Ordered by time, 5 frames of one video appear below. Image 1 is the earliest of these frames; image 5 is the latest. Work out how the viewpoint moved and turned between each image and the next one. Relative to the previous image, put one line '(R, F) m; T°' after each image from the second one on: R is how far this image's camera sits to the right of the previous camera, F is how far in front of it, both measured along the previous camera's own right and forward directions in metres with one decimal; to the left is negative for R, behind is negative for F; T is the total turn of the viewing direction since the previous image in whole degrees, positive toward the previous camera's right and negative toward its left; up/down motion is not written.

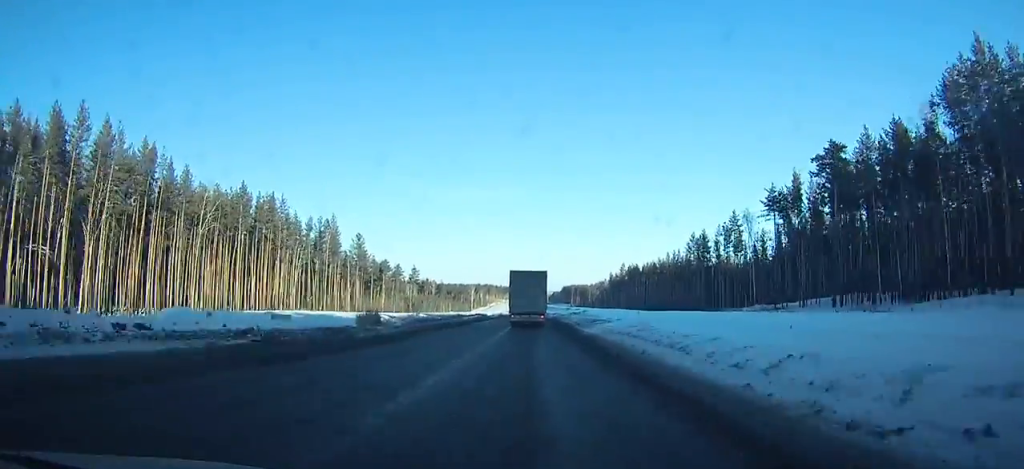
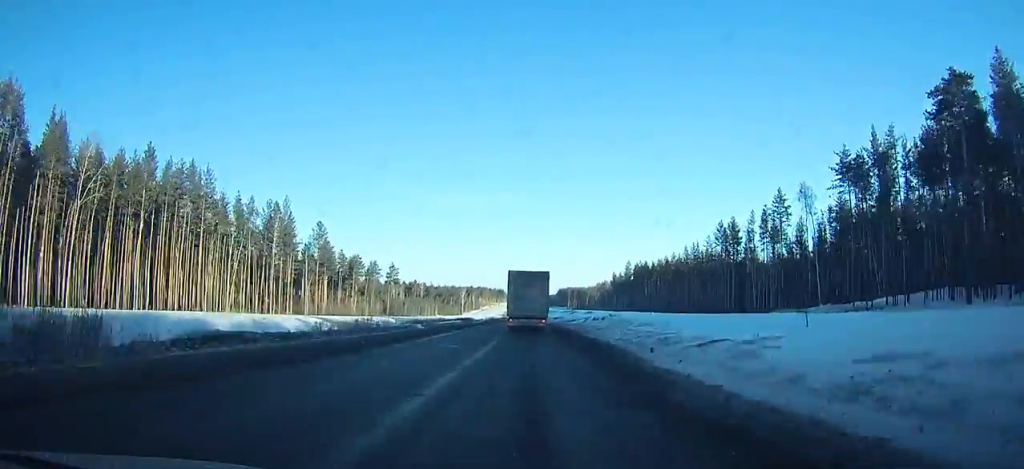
(-0.1, +28.6) m; 0°
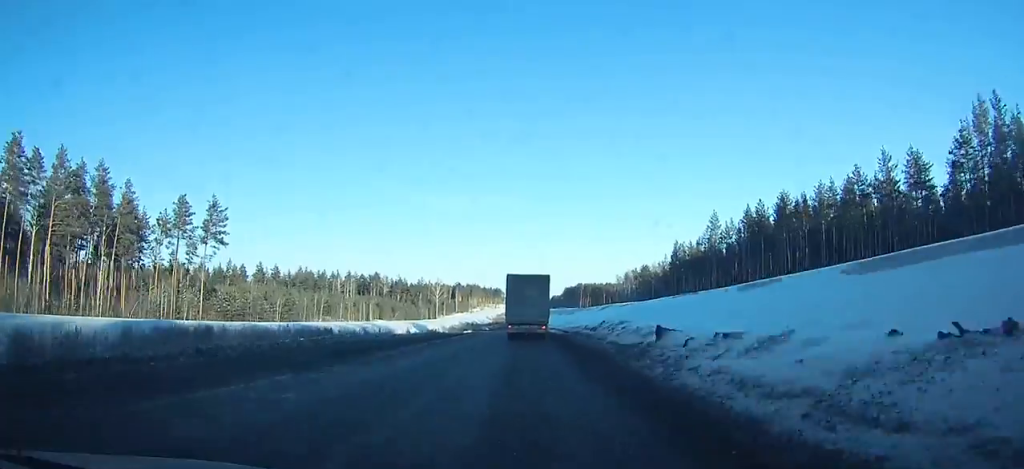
(+0.7, +120.0) m; 0°
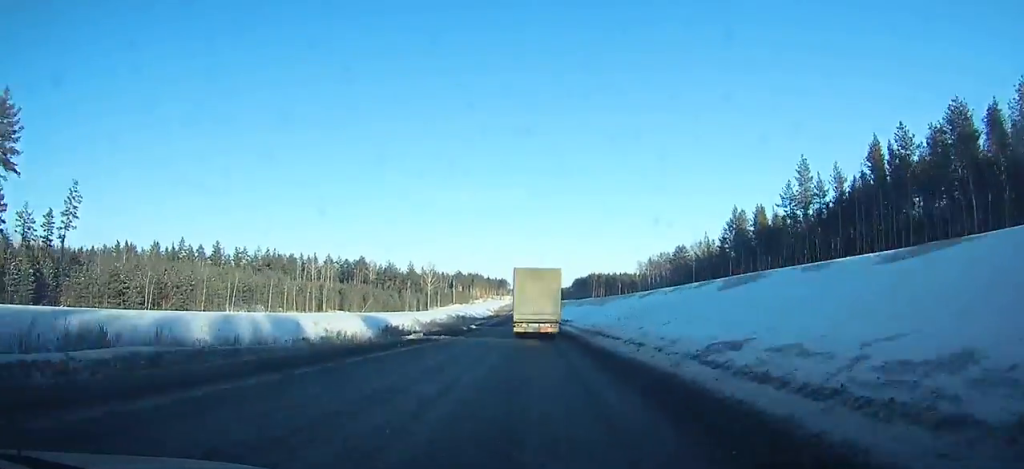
(-0.3, +42.0) m; 0°
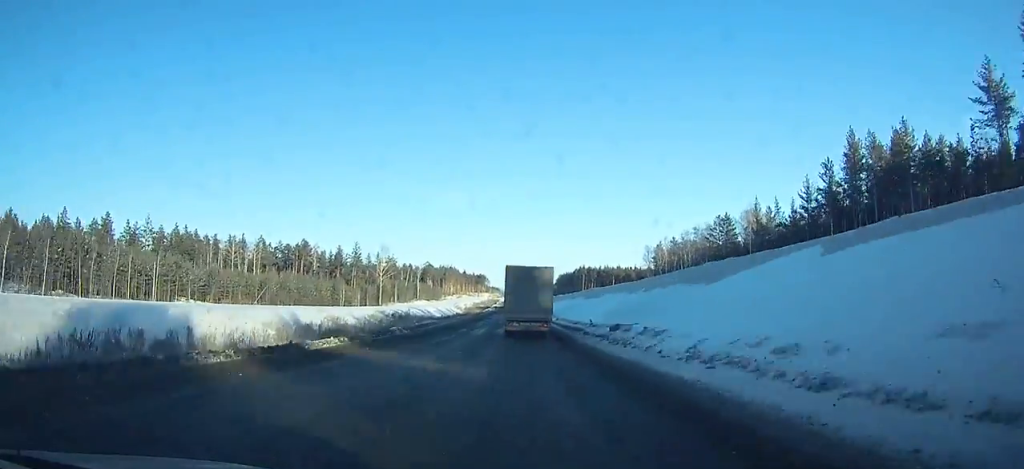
(+0.2, +53.6) m; +1°
